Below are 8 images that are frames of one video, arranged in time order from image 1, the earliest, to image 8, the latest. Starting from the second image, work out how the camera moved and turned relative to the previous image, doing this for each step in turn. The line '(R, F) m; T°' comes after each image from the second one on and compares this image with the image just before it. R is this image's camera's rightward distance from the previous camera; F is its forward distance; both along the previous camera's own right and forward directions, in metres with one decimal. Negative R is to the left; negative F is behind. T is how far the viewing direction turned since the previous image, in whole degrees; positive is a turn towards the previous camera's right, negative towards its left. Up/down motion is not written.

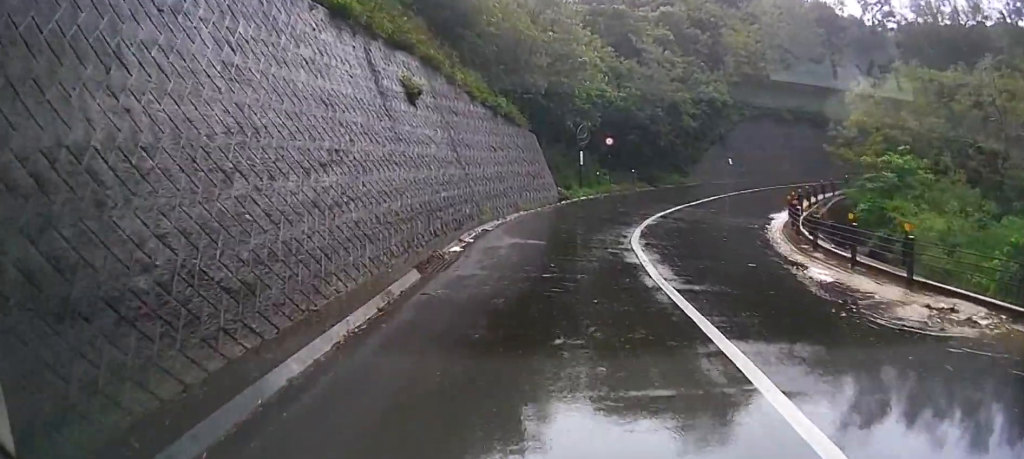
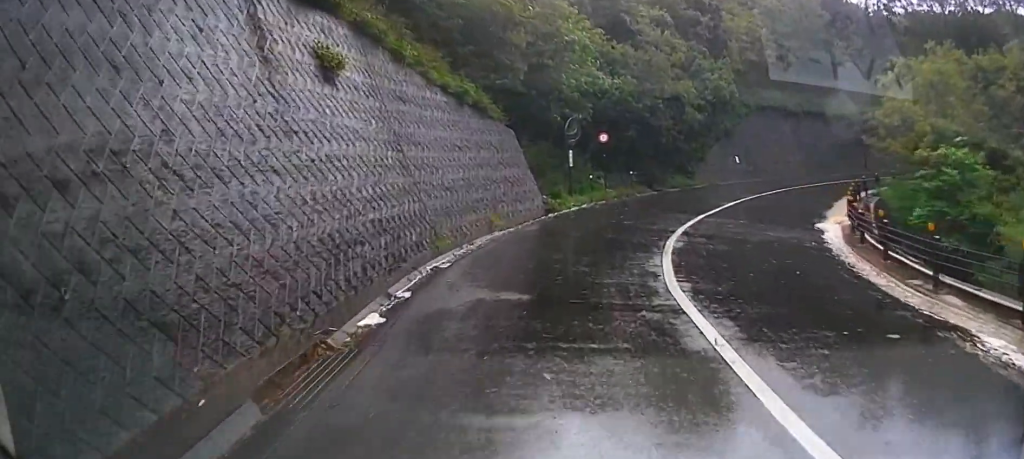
(0.0, +5.6) m; 0°
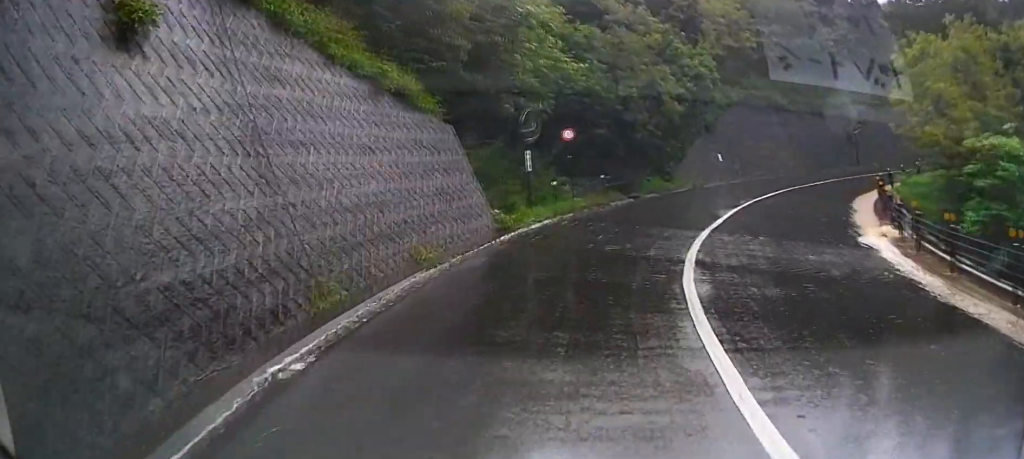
(-0.1, +4.9) m; +2°
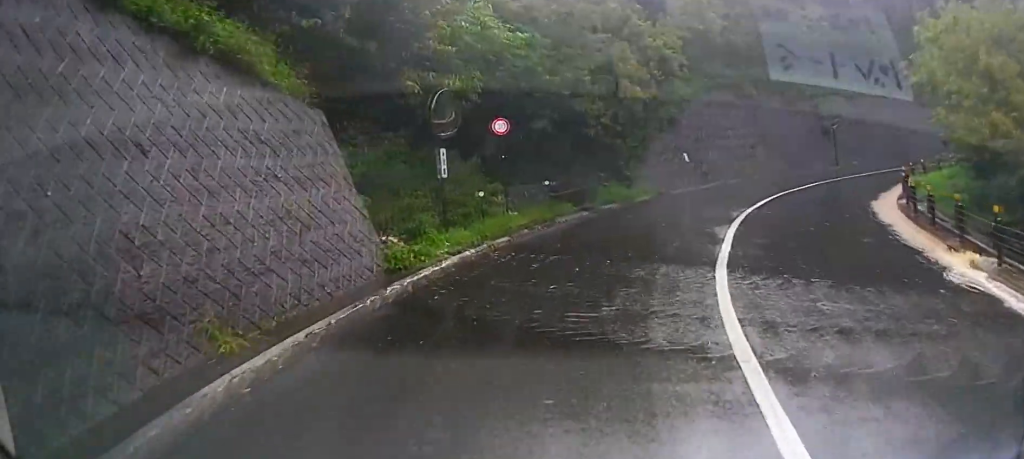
(+0.3, +5.8) m; +13°
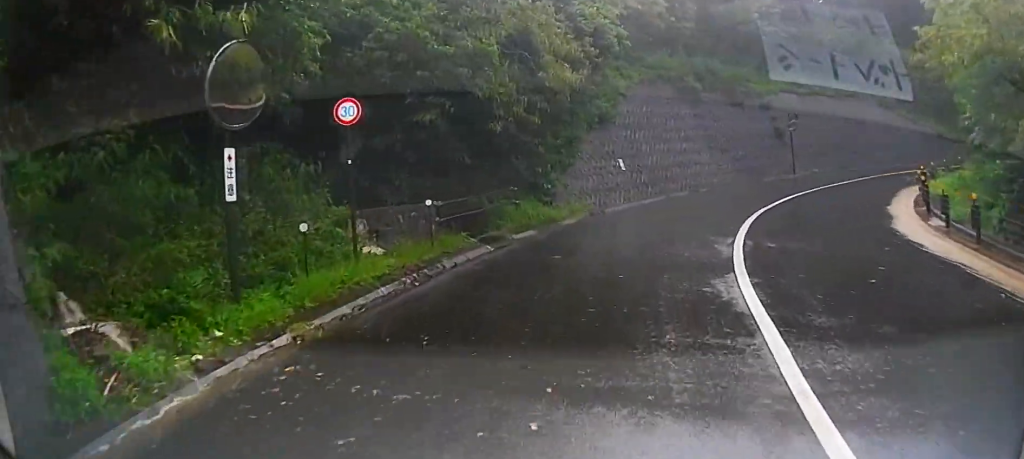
(+1.0, +5.7) m; +9°
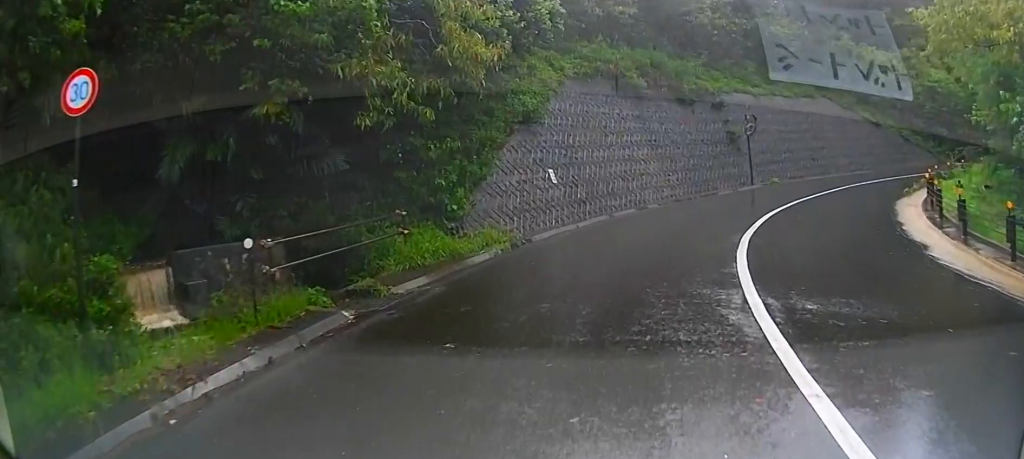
(+0.2, +4.7) m; +2°
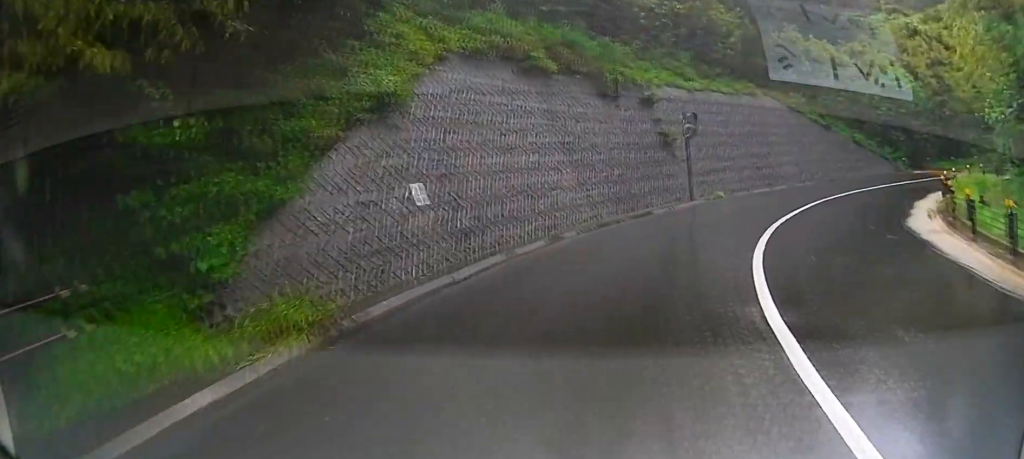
(-0.2, +5.9) m; +2°
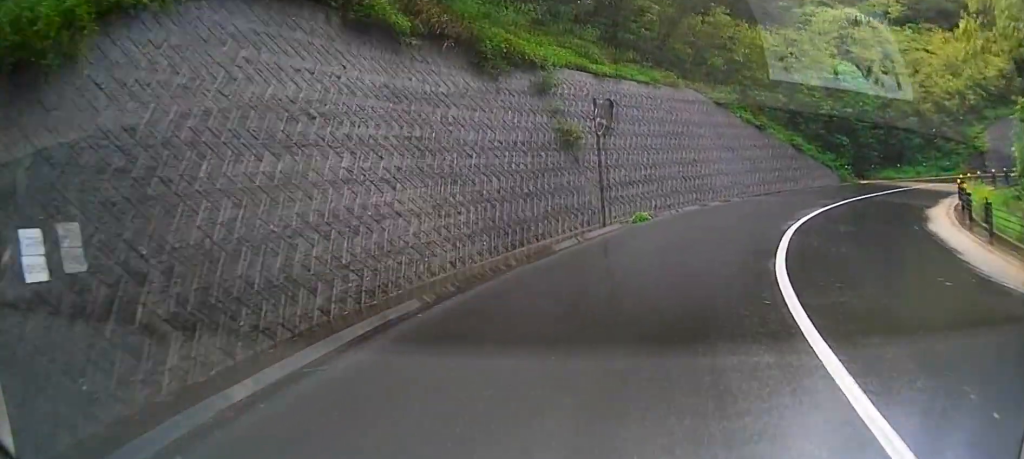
(+0.3, +6.8) m; +10°
